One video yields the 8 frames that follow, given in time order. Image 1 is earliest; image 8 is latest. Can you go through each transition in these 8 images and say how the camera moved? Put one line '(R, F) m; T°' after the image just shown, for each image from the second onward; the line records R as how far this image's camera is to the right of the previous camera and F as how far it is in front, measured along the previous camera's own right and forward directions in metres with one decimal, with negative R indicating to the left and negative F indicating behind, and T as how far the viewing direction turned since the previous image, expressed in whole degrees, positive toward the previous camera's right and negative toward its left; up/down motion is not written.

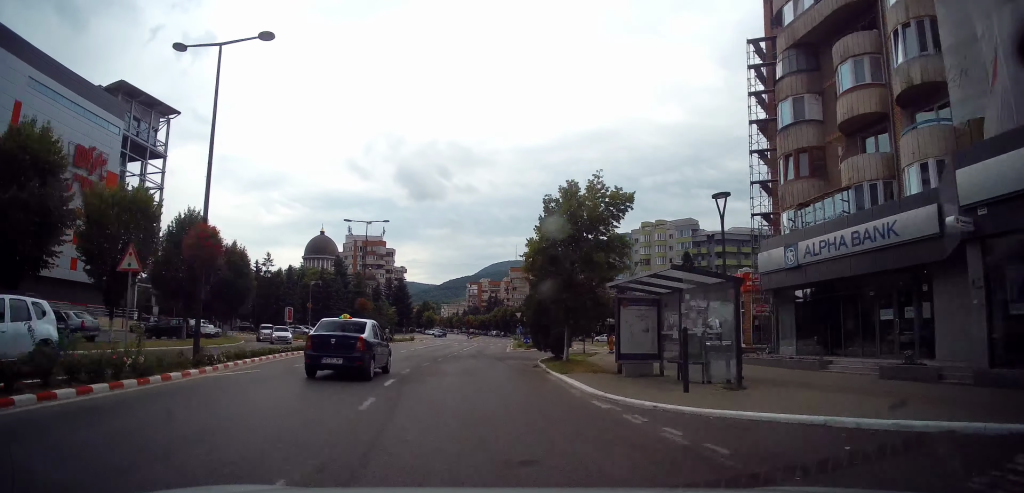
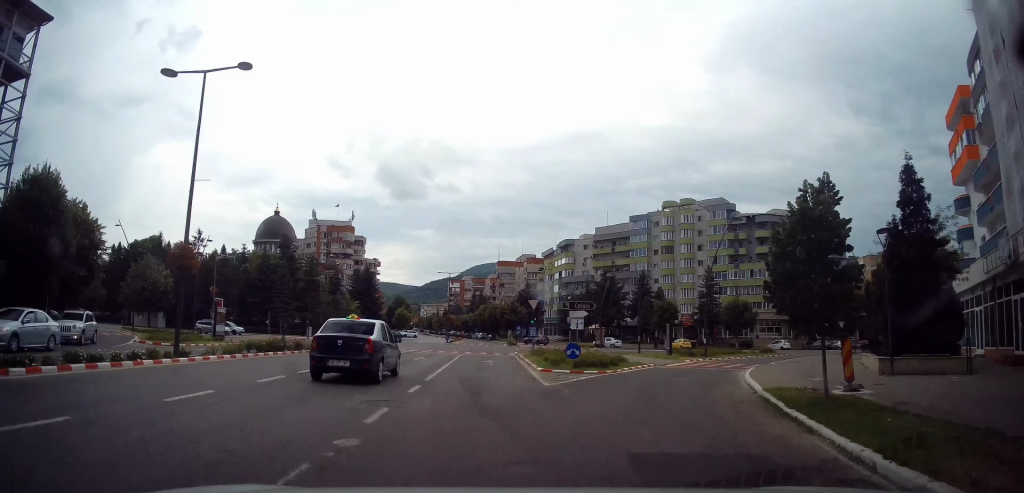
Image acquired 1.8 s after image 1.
(+0.2, +25.7) m; +2°
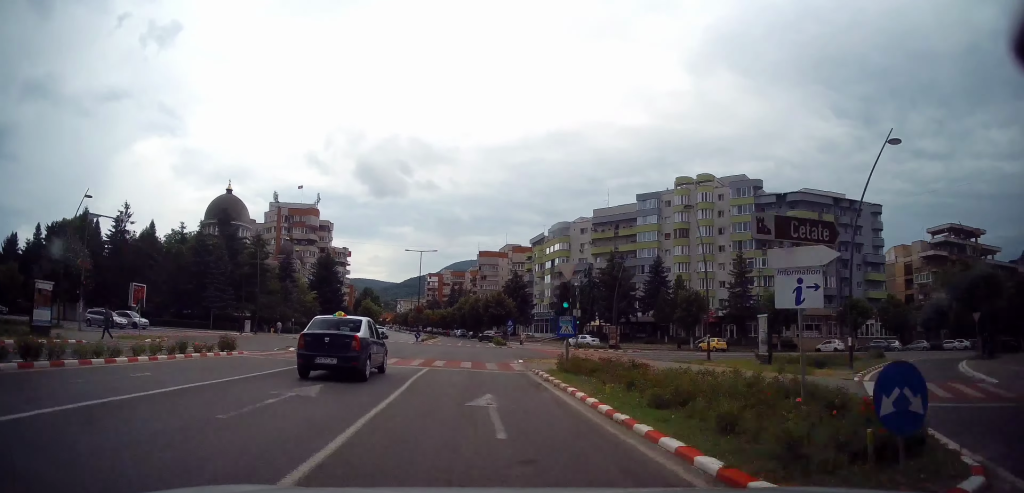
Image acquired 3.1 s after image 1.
(-0.2, +17.3) m; +1°
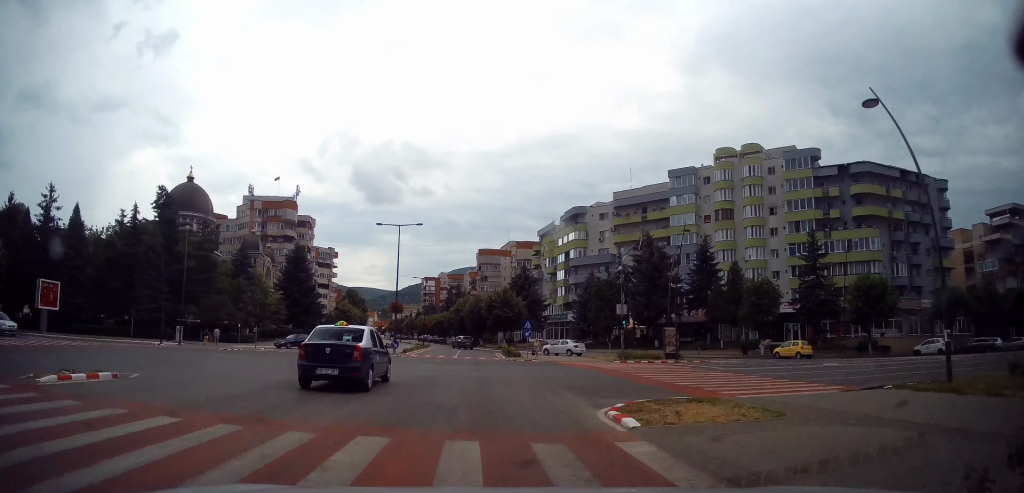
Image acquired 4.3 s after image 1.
(+0.4, +16.9) m; +1°
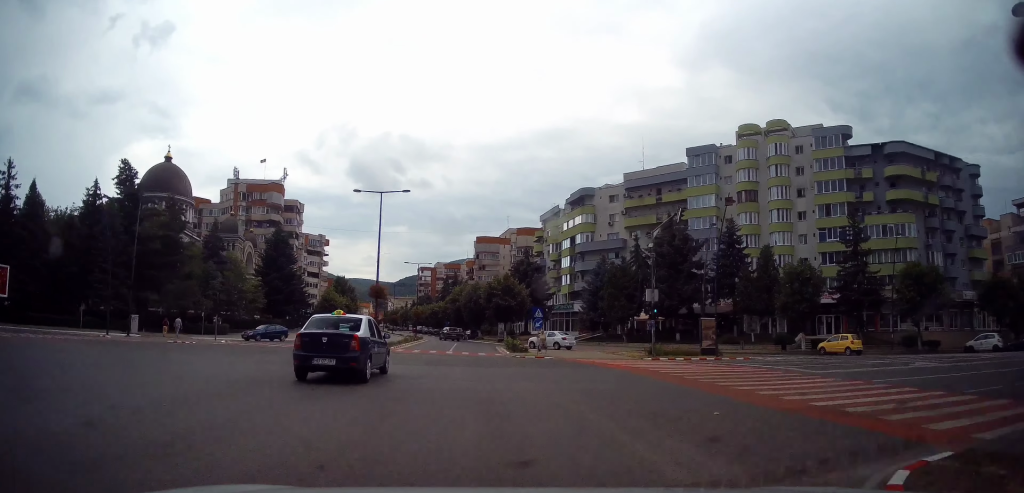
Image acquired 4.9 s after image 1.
(0.0, +7.1) m; 0°
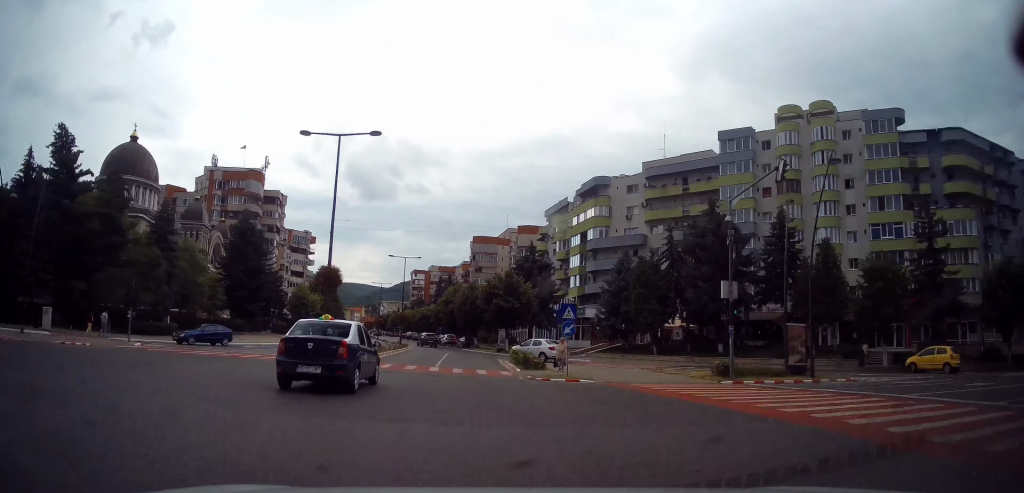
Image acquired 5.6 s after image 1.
(0.0, +10.1) m; +2°
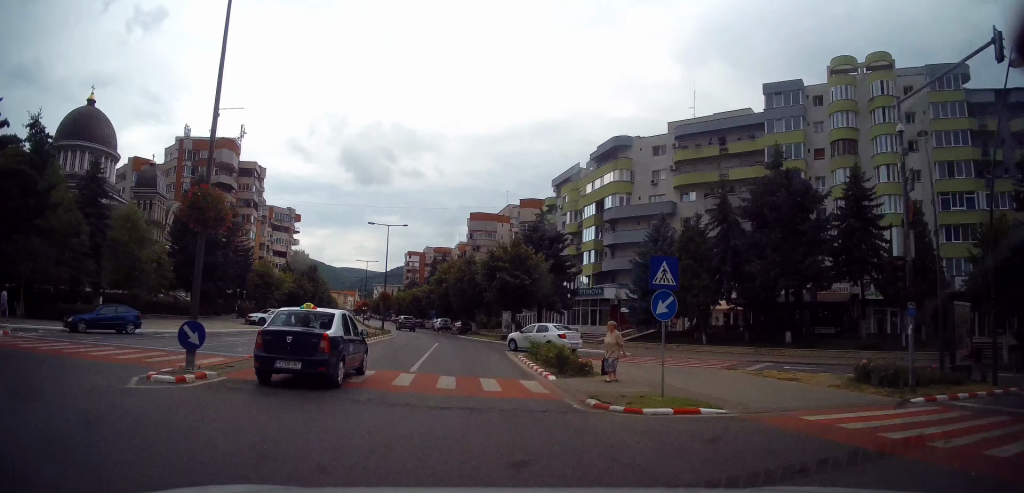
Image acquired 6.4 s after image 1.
(+0.3, +10.0) m; 0°
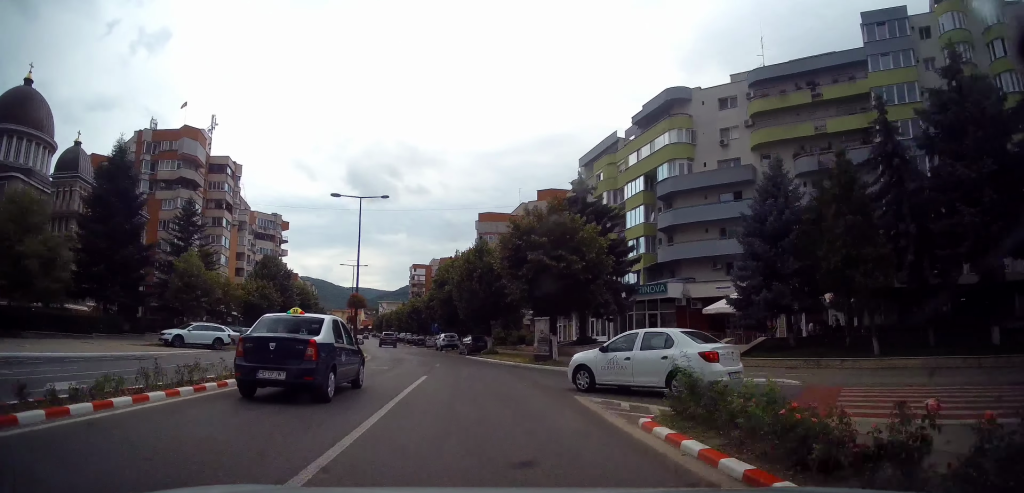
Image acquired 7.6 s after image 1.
(-0.3, +15.6) m; -2°
